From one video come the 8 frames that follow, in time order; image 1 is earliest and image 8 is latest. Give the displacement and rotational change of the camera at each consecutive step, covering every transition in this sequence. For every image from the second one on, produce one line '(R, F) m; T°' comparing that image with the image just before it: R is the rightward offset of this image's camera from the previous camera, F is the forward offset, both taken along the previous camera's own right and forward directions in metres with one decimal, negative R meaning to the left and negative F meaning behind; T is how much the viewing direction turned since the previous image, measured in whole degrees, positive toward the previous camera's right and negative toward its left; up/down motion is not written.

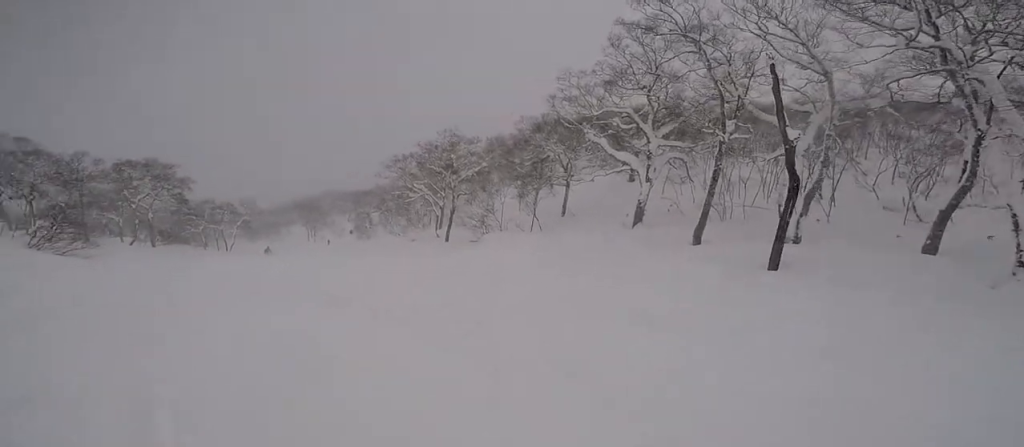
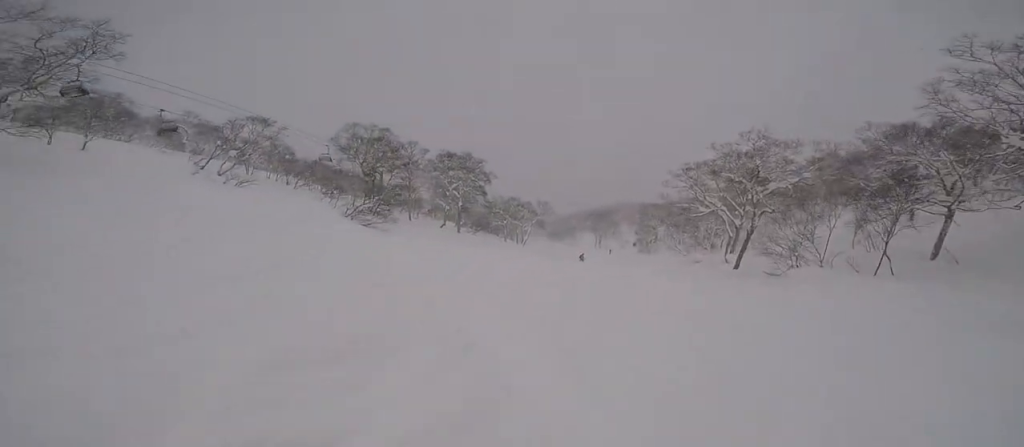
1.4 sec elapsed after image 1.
(-1.6, +5.4) m; -42°
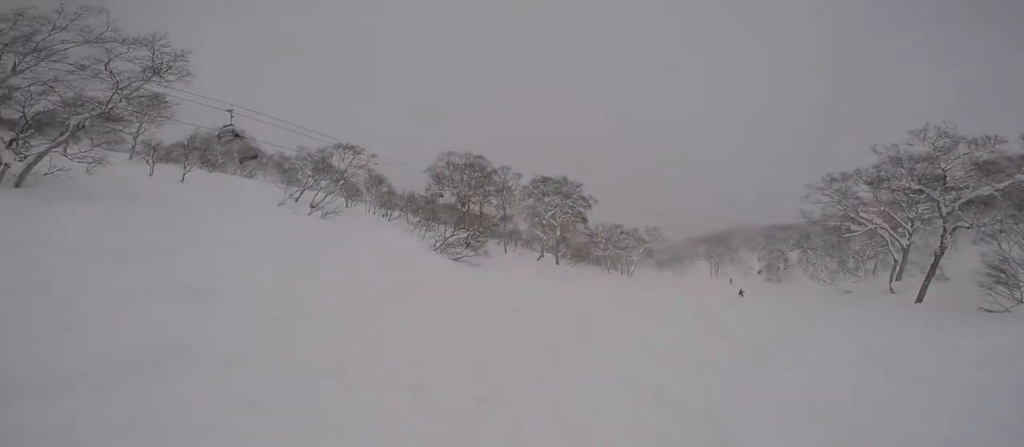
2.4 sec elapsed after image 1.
(-1.3, +4.0) m; -35°
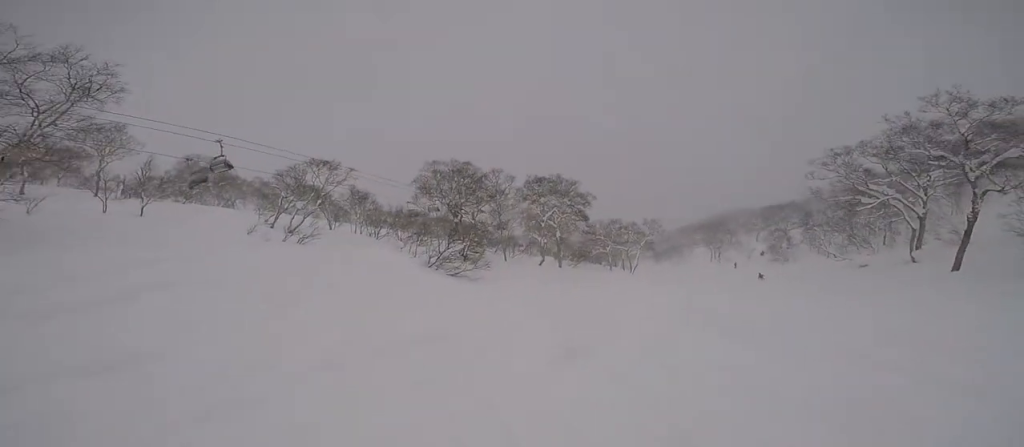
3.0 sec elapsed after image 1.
(-1.1, +2.3) m; 0°
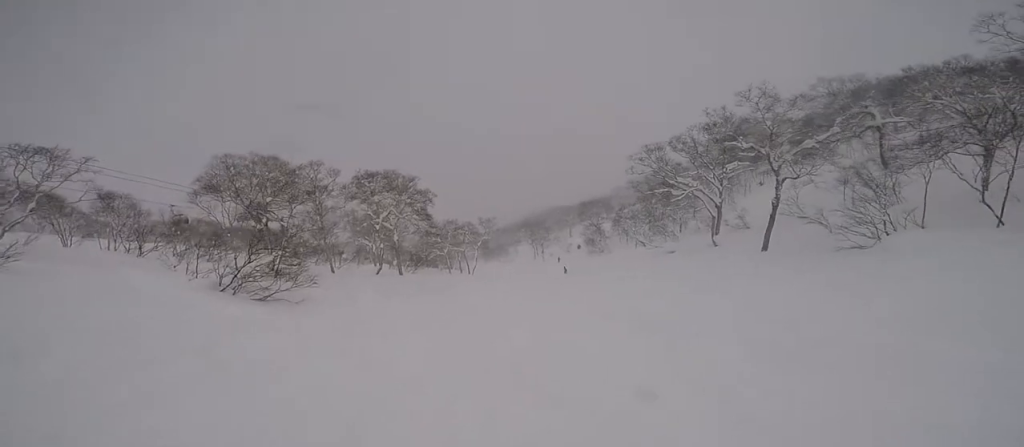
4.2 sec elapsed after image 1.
(+1.2, +4.5) m; +37°
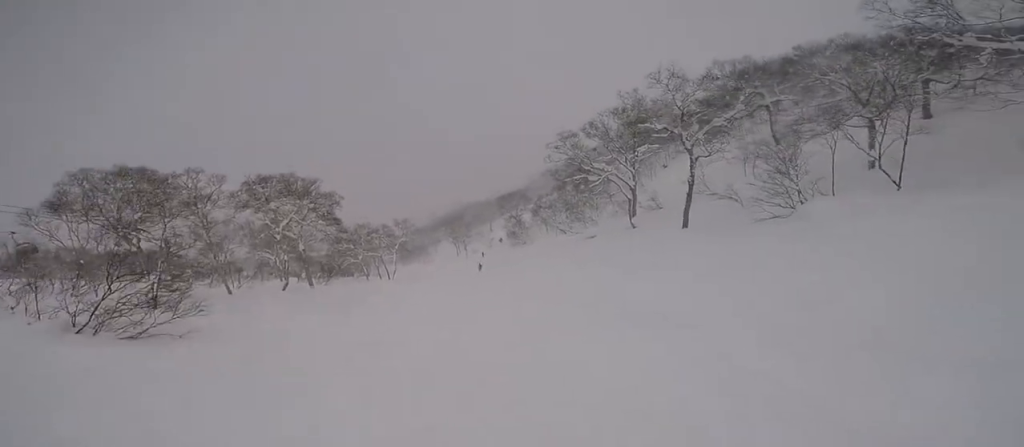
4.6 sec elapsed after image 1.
(+0.4, +1.8) m; +16°
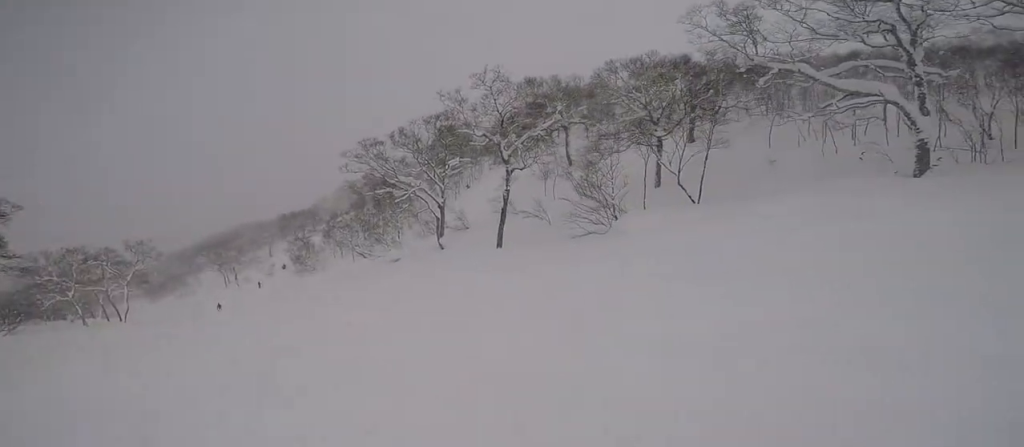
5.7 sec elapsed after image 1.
(+1.5, +4.1) m; +29°
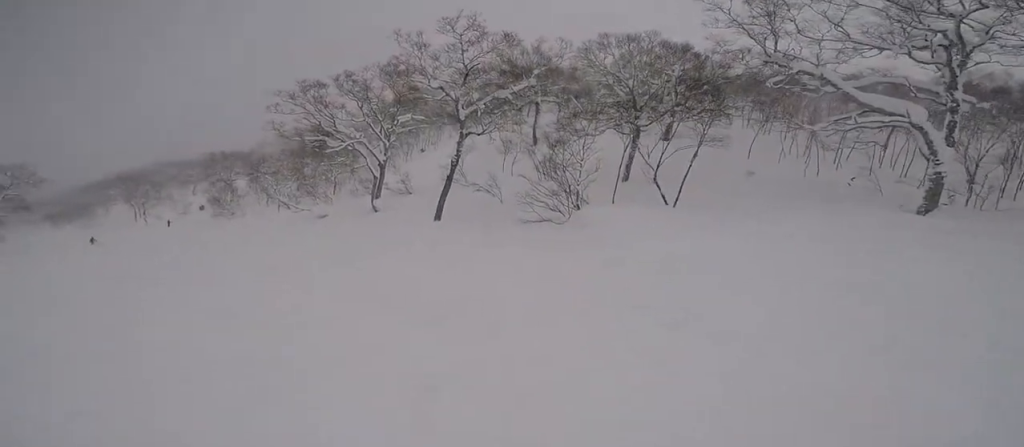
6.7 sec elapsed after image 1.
(+0.5, +3.9) m; -2°
